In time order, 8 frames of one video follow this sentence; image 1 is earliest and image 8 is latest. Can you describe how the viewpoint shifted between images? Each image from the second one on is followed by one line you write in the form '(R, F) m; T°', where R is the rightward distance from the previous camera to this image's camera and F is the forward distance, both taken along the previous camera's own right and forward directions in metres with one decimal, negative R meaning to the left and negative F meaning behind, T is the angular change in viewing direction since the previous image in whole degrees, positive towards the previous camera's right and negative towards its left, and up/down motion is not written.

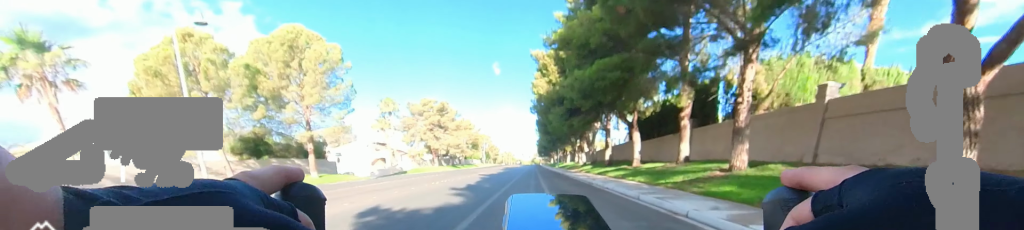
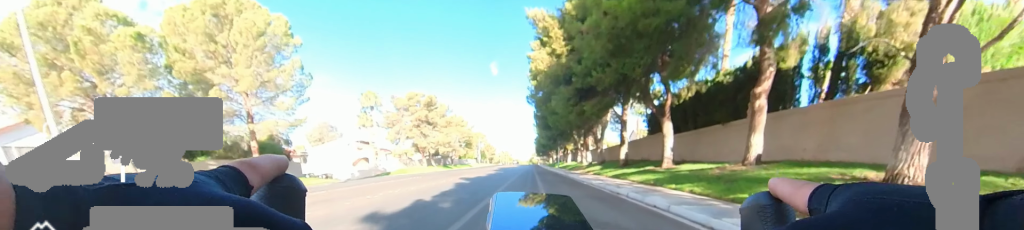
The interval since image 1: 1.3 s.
(0.0, +4.9) m; 0°
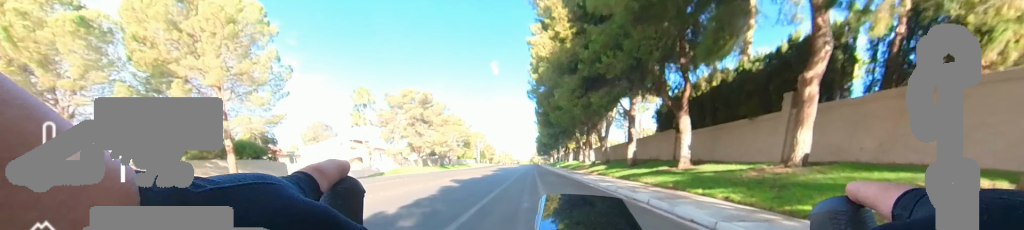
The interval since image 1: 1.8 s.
(0.0, +1.8) m; 0°
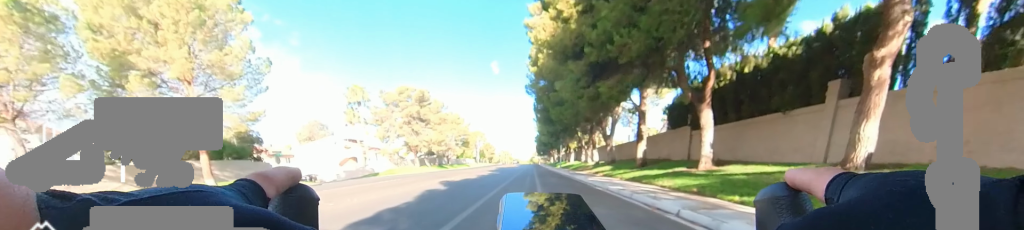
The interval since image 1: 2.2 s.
(0.0, +1.7) m; 0°
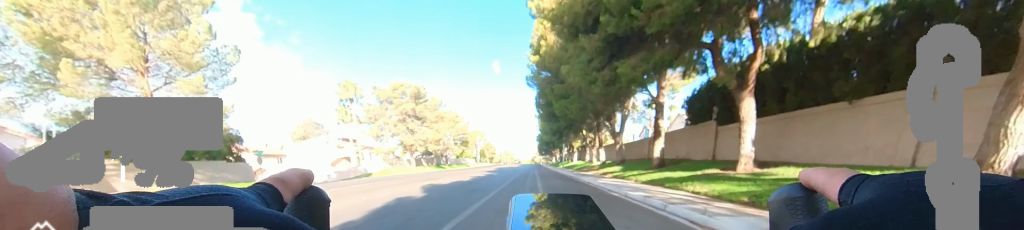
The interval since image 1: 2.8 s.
(0.0, +2.3) m; 0°
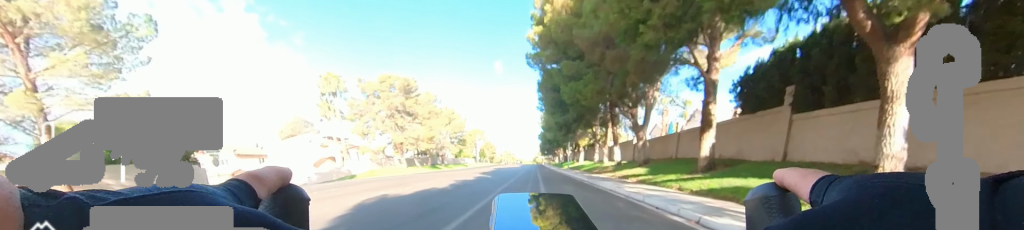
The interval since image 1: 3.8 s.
(0.0, +4.6) m; 0°
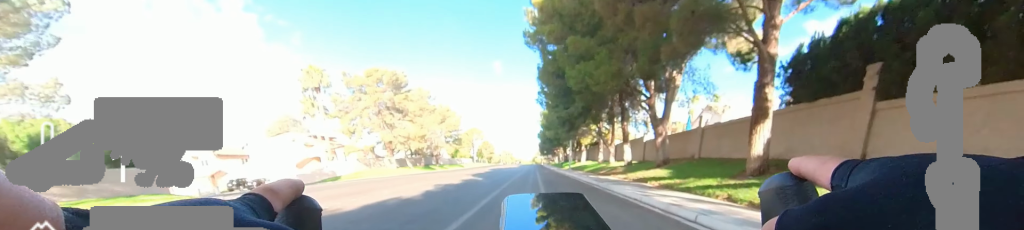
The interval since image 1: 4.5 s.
(0.0, +3.1) m; 0°
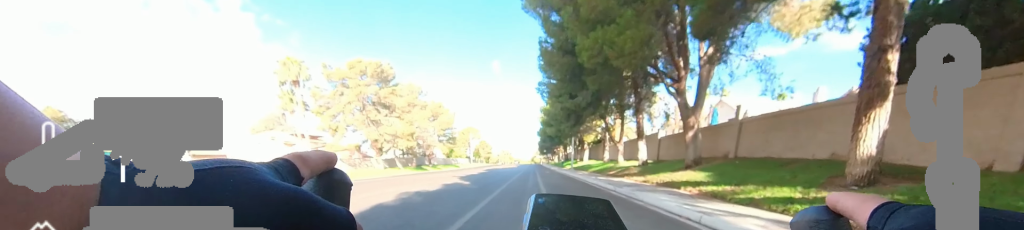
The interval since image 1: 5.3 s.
(0.0, +3.5) m; 0°
